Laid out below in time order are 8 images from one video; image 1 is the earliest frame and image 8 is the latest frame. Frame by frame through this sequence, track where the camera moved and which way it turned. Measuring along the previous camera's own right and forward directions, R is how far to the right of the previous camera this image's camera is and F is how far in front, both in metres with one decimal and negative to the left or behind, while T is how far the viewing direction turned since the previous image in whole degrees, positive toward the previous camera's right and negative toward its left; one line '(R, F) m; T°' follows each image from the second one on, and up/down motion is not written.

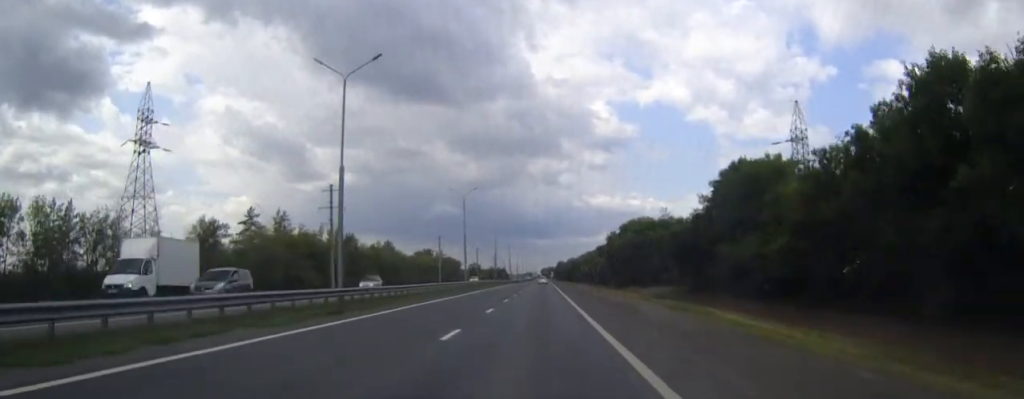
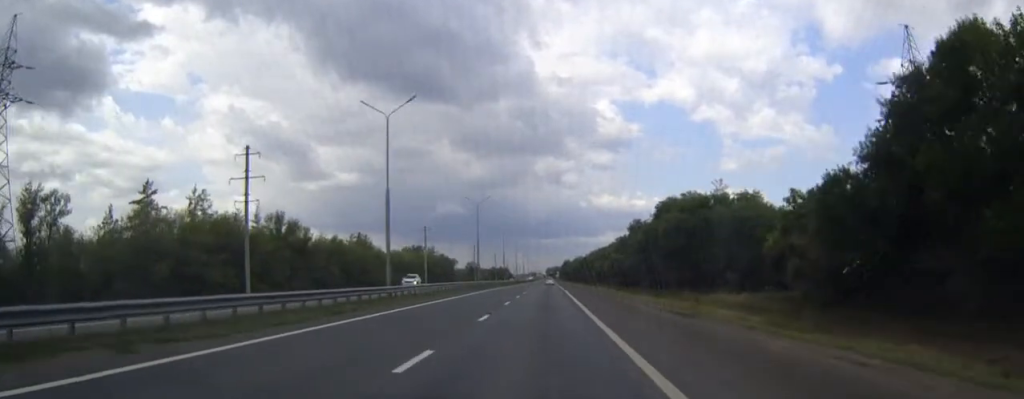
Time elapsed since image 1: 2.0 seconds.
(-0.1, +44.5) m; 0°
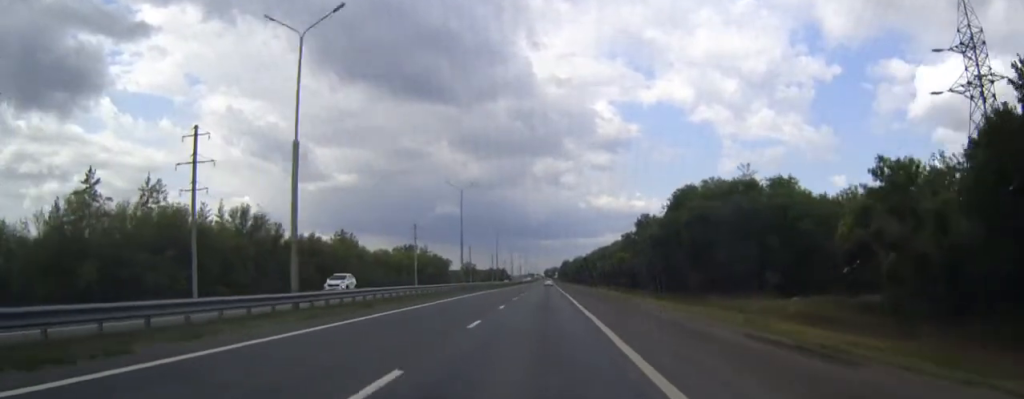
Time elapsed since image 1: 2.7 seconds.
(0.0, +13.8) m; 0°
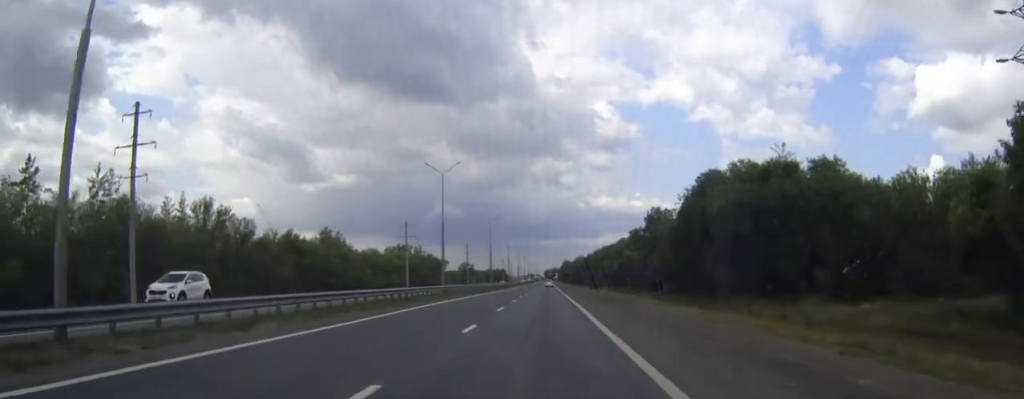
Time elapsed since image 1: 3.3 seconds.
(0.0, +12.5) m; 0°
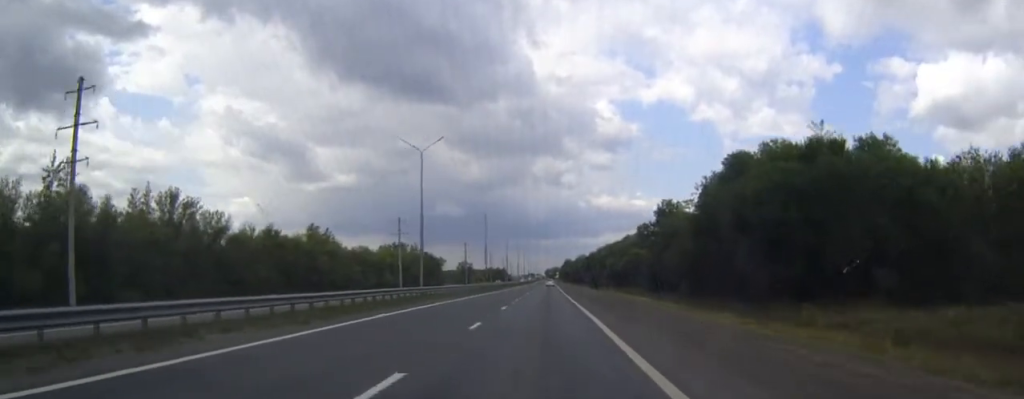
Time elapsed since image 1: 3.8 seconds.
(0.0, +9.9) m; 0°
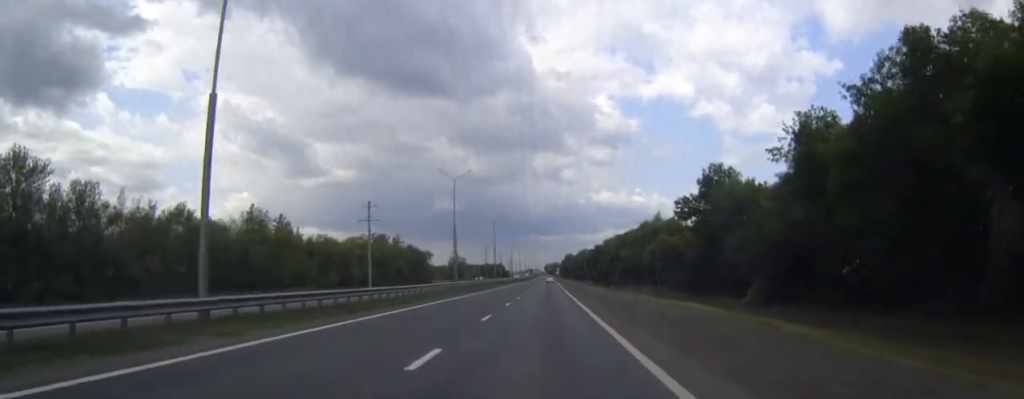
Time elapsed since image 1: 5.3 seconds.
(0.0, +32.4) m; 0°
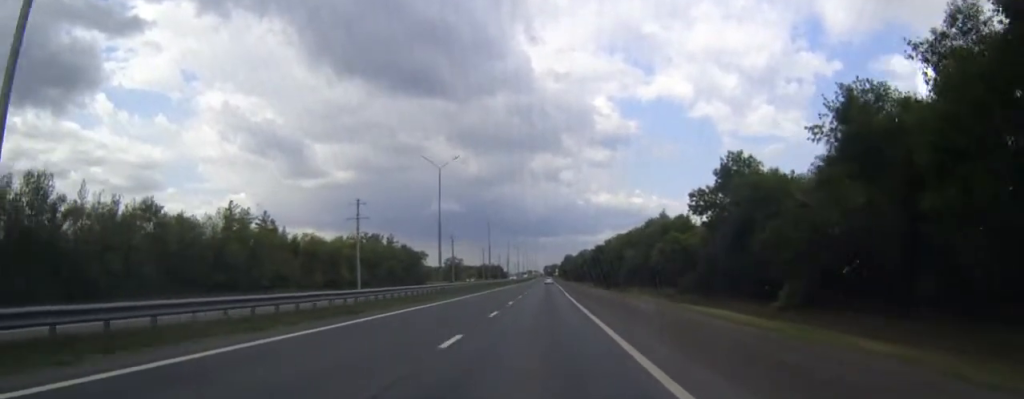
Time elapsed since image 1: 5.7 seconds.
(0.0, +8.7) m; 0°
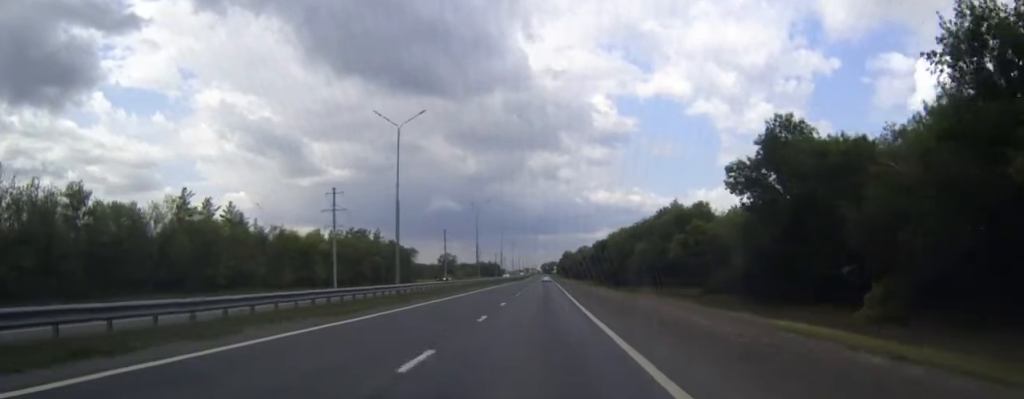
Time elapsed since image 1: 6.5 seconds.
(0.0, +16.6) m; 0°
